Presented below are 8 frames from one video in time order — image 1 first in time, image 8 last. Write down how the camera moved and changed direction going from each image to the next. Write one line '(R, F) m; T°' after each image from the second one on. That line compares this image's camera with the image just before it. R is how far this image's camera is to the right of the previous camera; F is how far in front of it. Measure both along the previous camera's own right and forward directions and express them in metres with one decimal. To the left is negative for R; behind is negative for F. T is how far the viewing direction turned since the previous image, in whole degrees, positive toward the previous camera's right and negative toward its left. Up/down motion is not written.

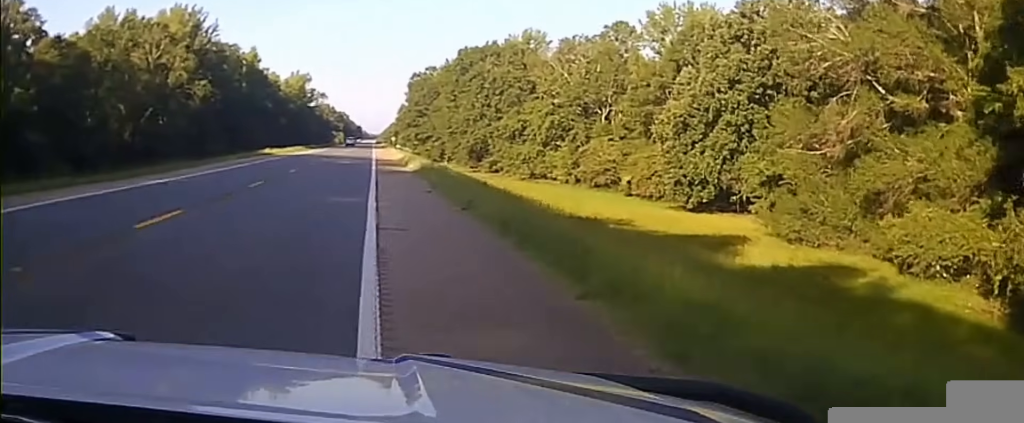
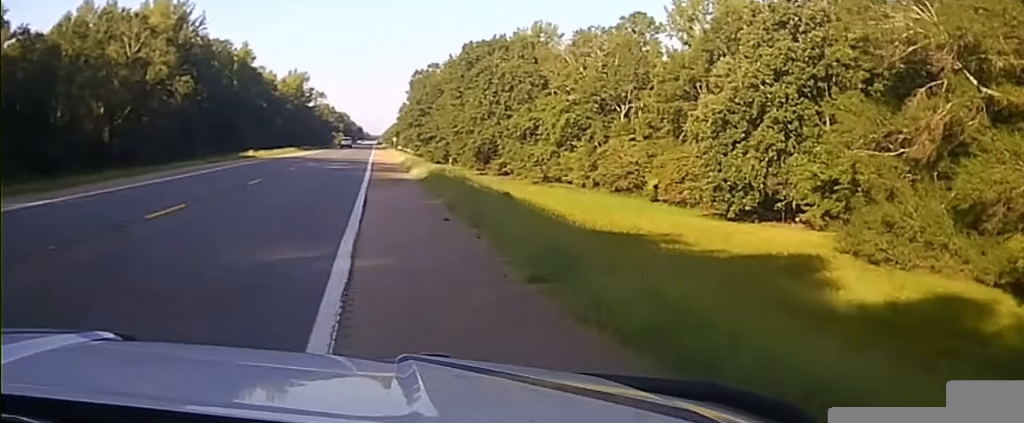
(0.0, +9.6) m; -1°
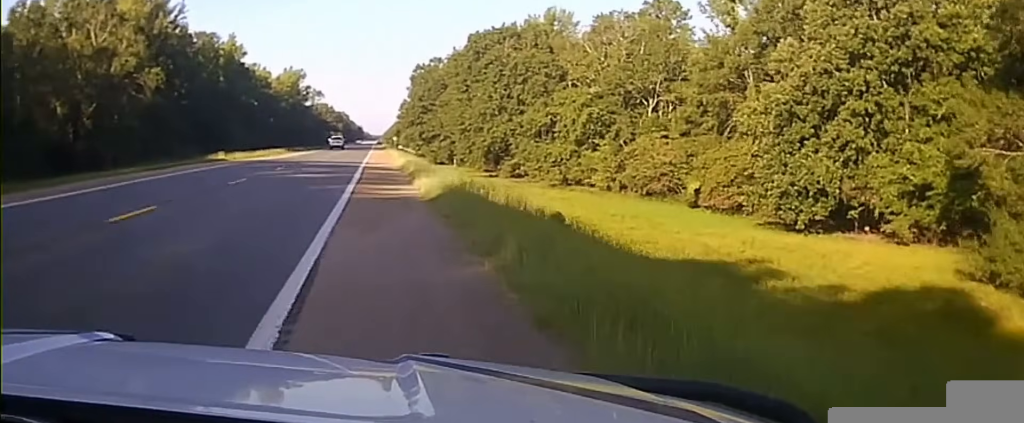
(-0.4, +13.1) m; 0°
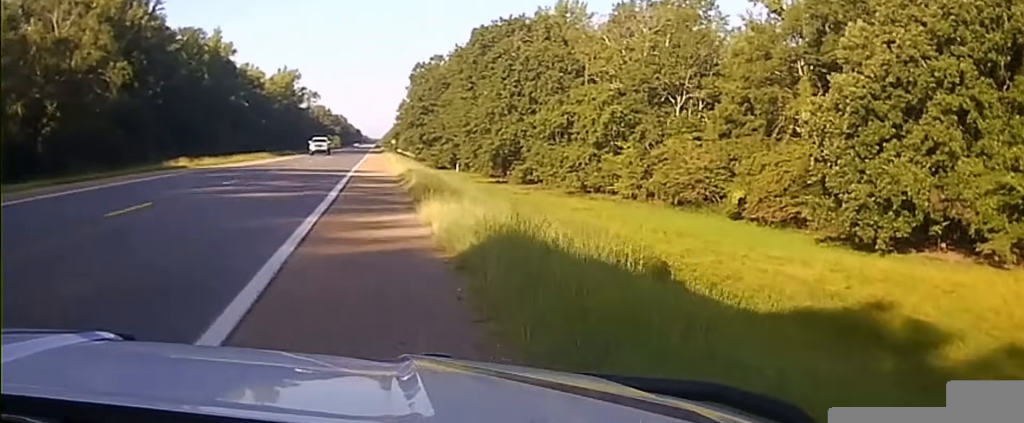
(+0.4, +10.1) m; +1°
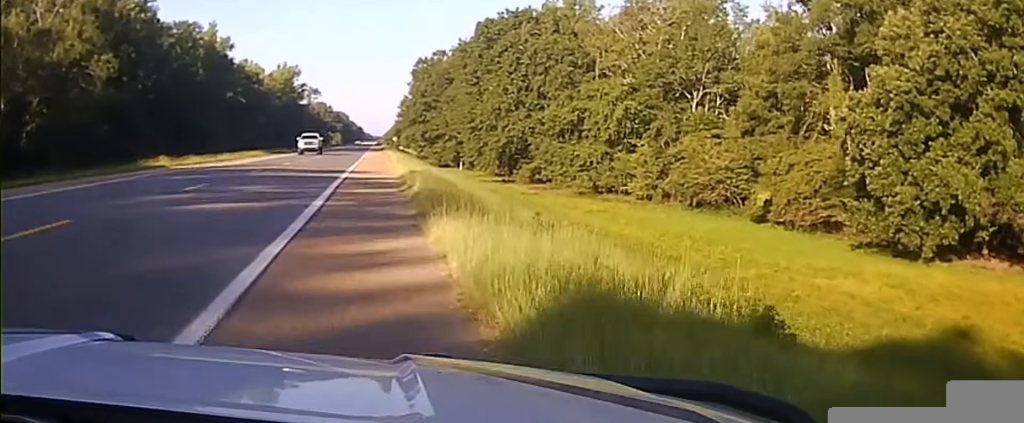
(+0.1, +4.9) m; 0°
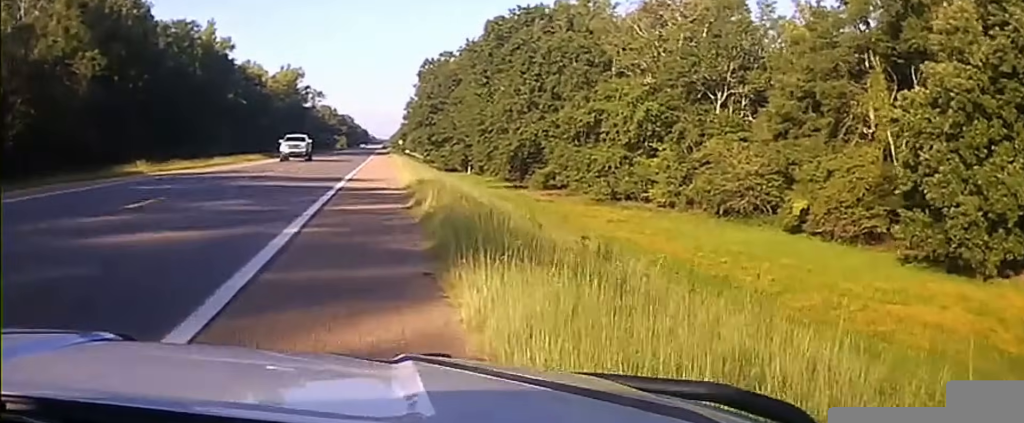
(0.0, +5.1) m; -3°
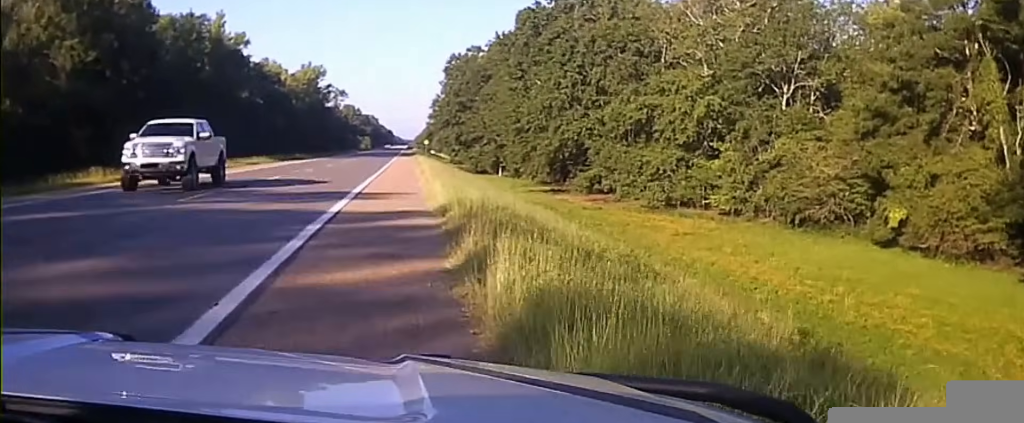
(-0.6, +8.3) m; -17°
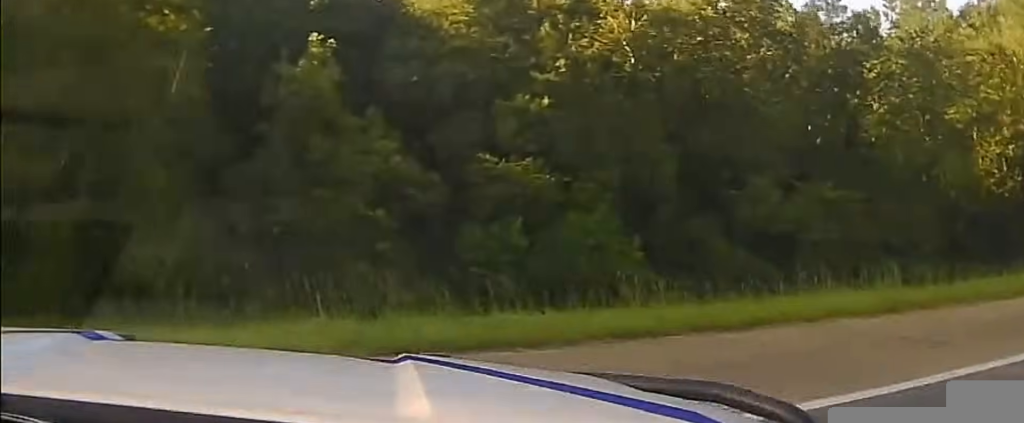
(-3.9, +5.7) m; -84°
